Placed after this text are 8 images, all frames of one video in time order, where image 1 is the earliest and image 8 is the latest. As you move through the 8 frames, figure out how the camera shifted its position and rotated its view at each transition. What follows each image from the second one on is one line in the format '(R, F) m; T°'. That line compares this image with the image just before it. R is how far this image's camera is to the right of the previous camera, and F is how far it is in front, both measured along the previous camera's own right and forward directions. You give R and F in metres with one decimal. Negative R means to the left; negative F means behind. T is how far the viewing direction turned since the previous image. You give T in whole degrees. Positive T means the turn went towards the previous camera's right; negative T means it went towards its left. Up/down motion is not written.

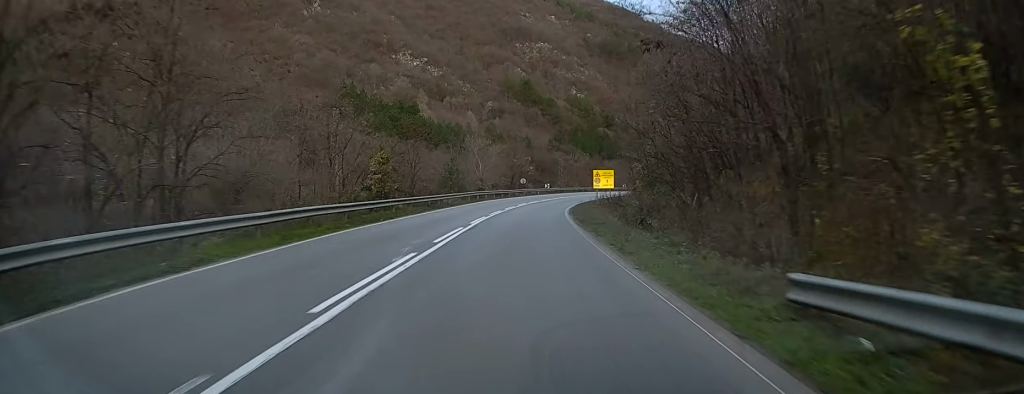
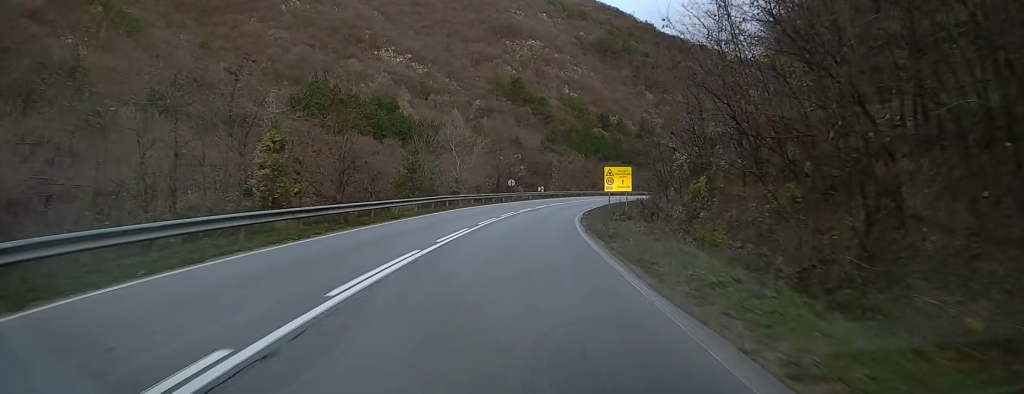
(+0.4, +16.8) m; +1°
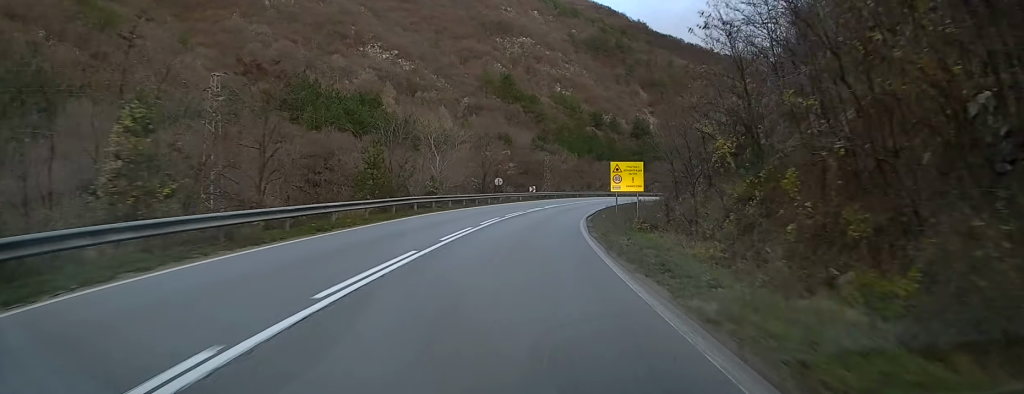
(0.0, +8.9) m; +1°
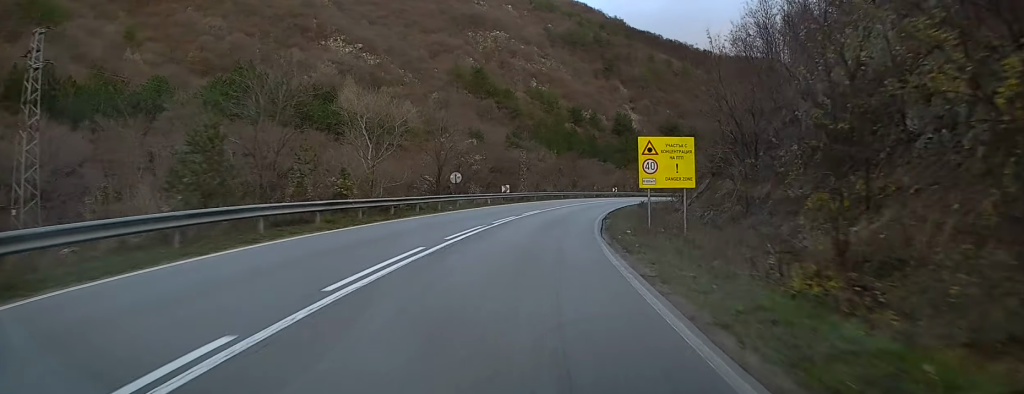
(+0.2, +17.7) m; +3°
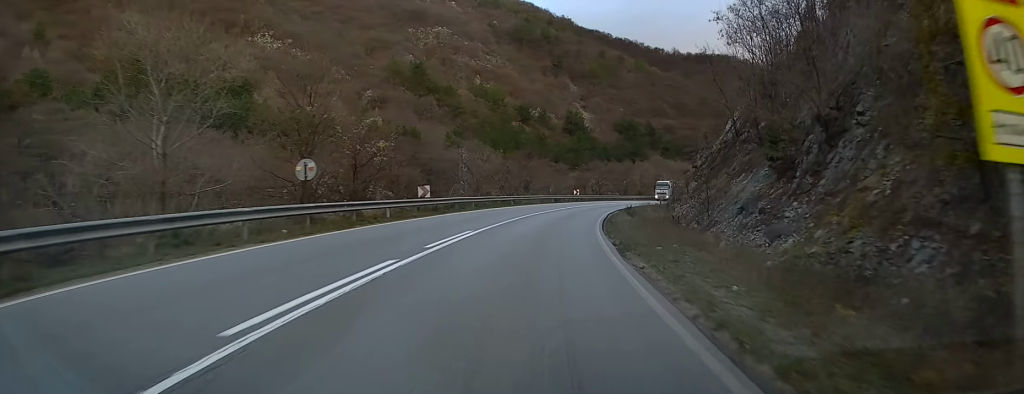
(+0.8, +20.1) m; +4°
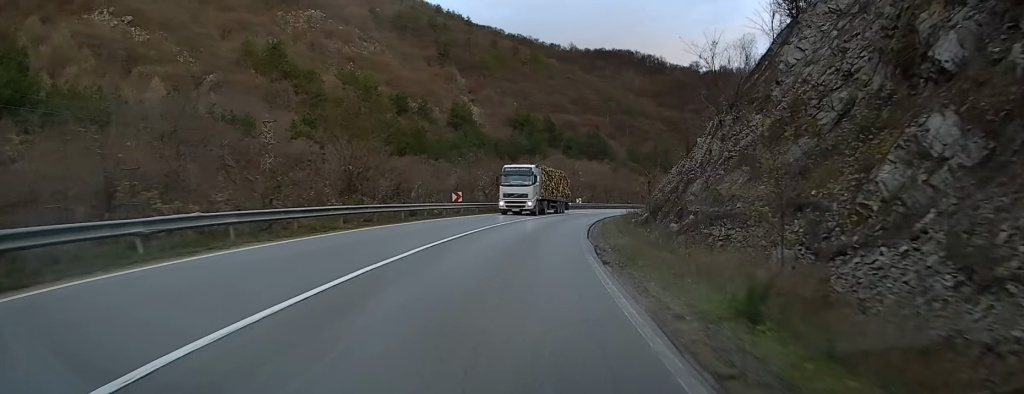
(+2.7, +38.3) m; +8°
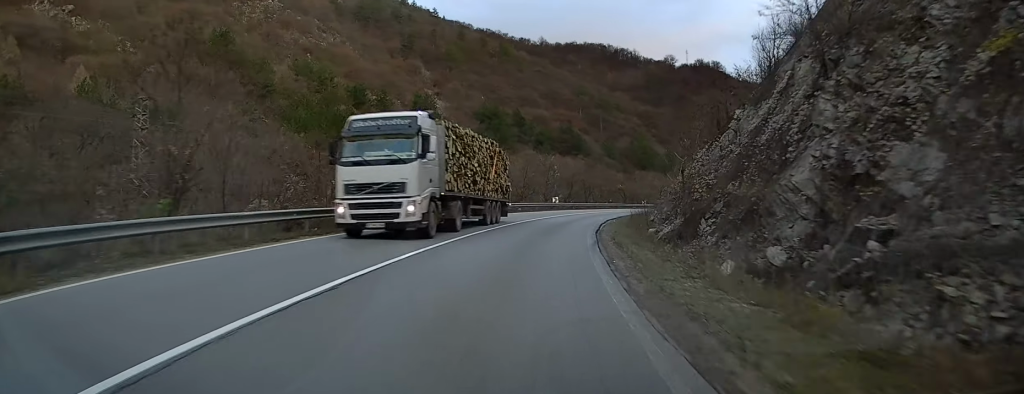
(+0.3, +15.2) m; +4°
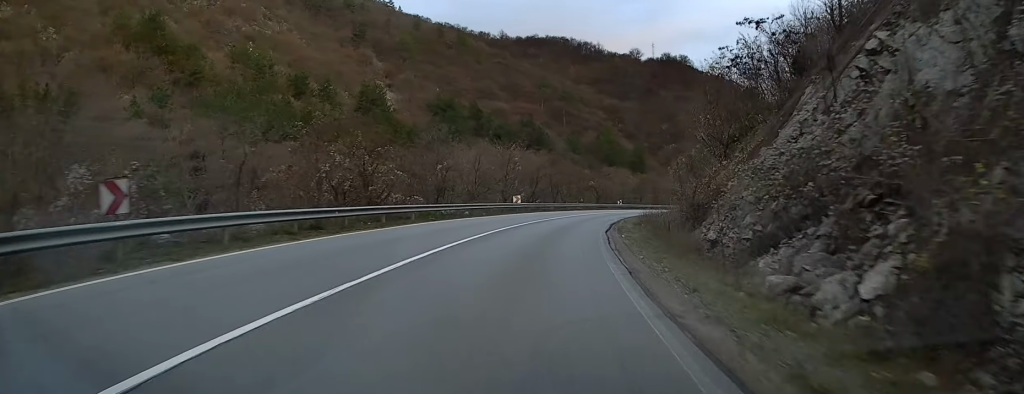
(+0.8, +17.2) m; +4°
